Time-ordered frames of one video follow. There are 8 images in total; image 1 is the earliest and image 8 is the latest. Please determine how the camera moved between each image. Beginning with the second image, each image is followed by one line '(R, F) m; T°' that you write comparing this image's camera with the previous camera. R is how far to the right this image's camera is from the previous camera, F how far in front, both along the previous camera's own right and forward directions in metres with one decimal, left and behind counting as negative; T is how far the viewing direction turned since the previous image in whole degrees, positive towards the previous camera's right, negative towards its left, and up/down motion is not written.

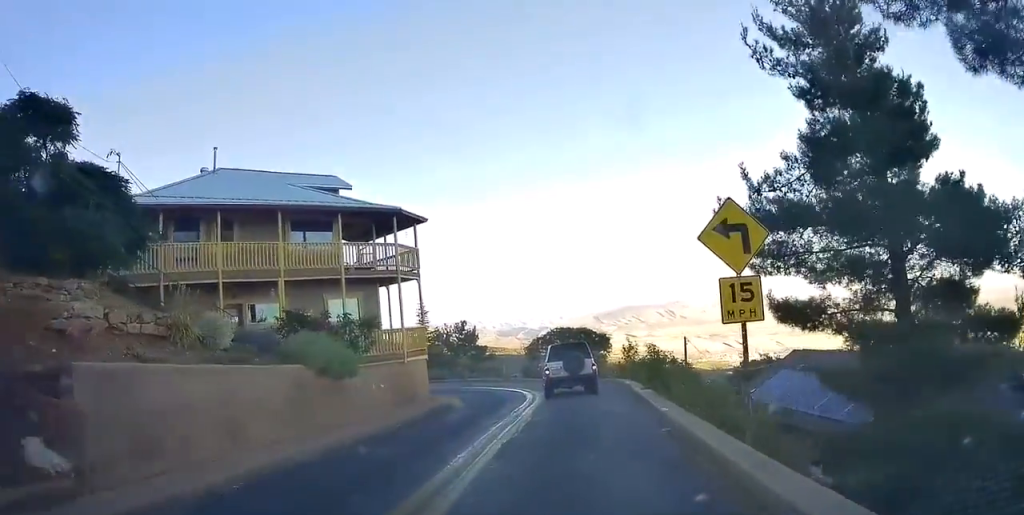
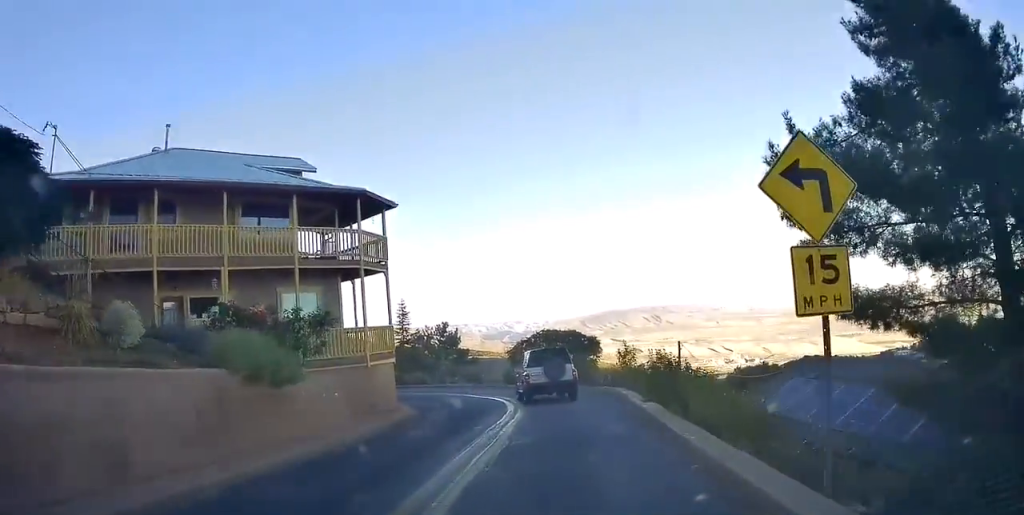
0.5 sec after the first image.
(-0.1, +2.6) m; 0°
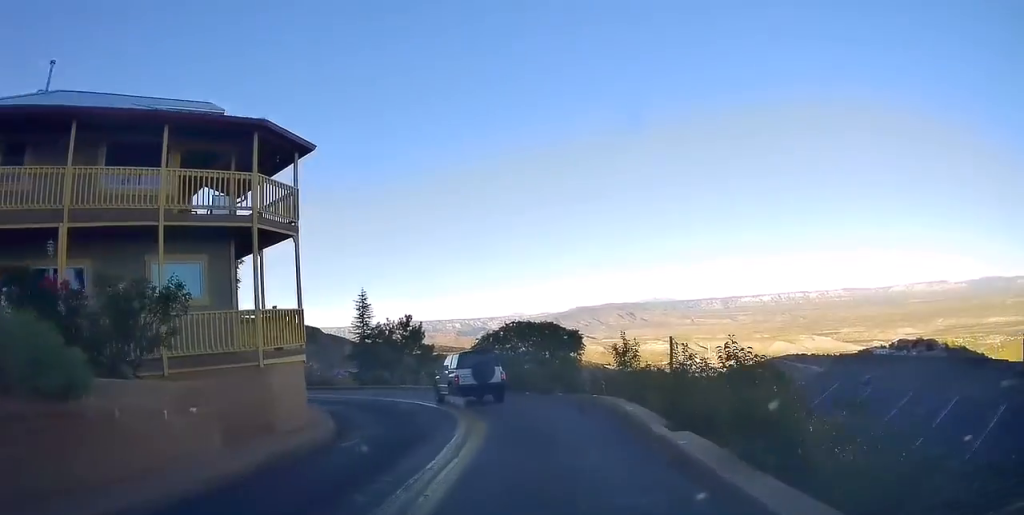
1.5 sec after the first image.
(+0.1, +5.4) m; +3°
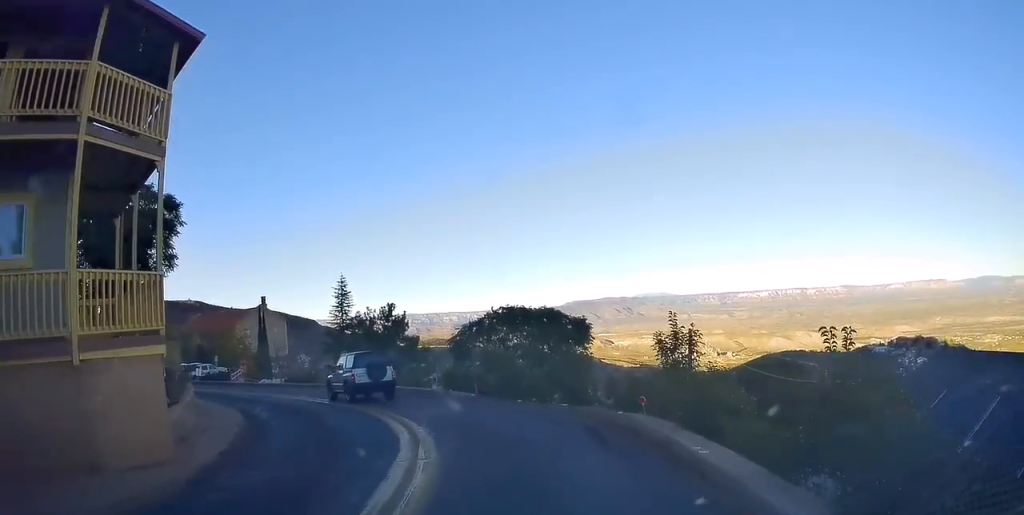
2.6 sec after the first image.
(+0.2, +5.4) m; -1°
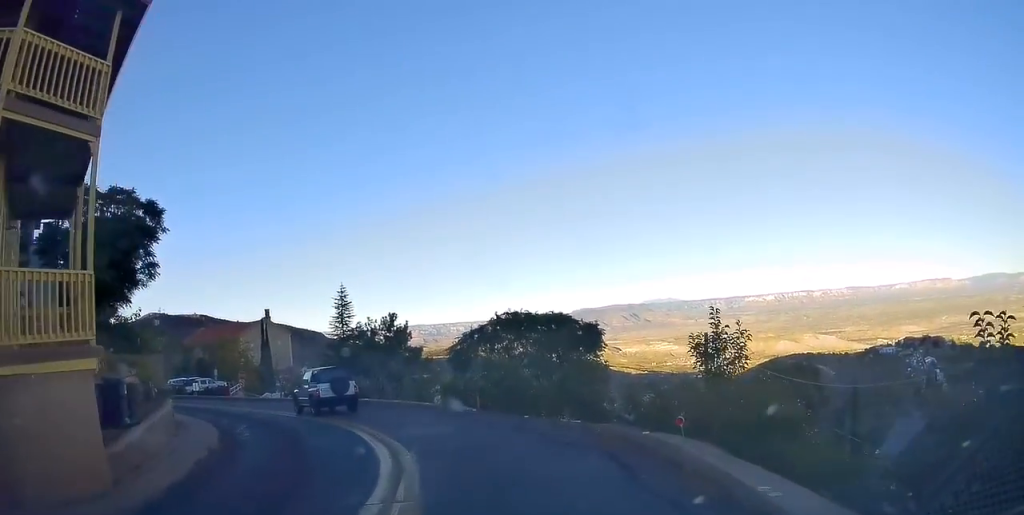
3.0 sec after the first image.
(0.0, +1.8) m; -2°
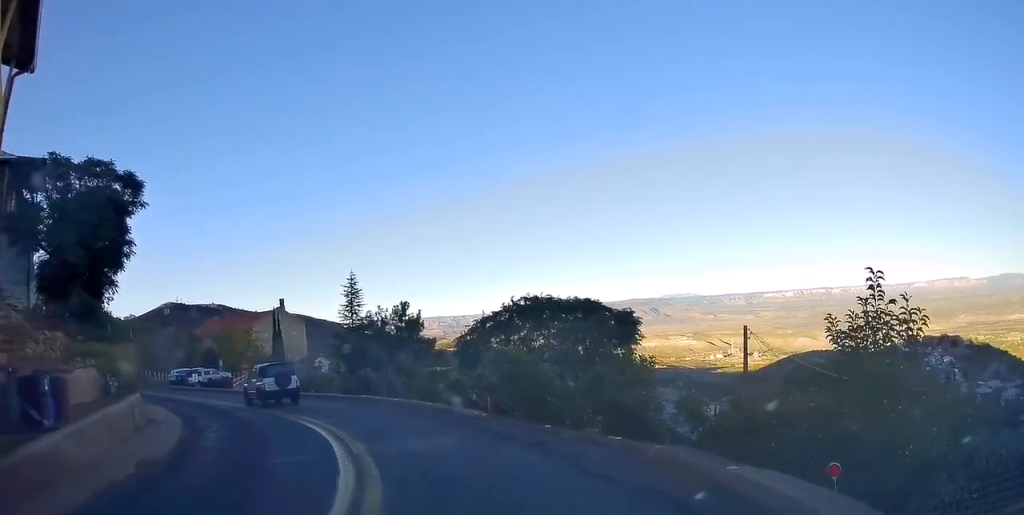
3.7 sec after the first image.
(-0.2, +3.0) m; -8°
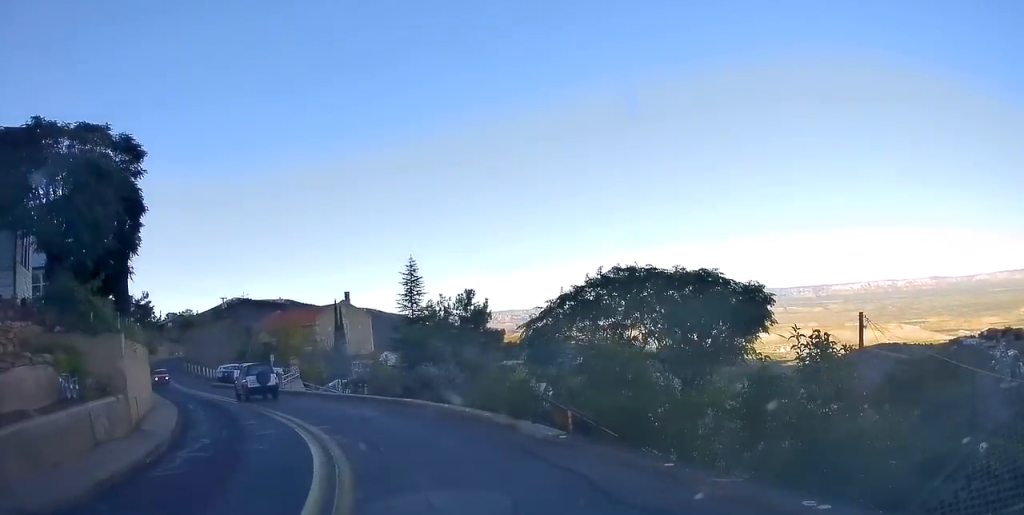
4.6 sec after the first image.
(-0.4, +4.2) m; -7°
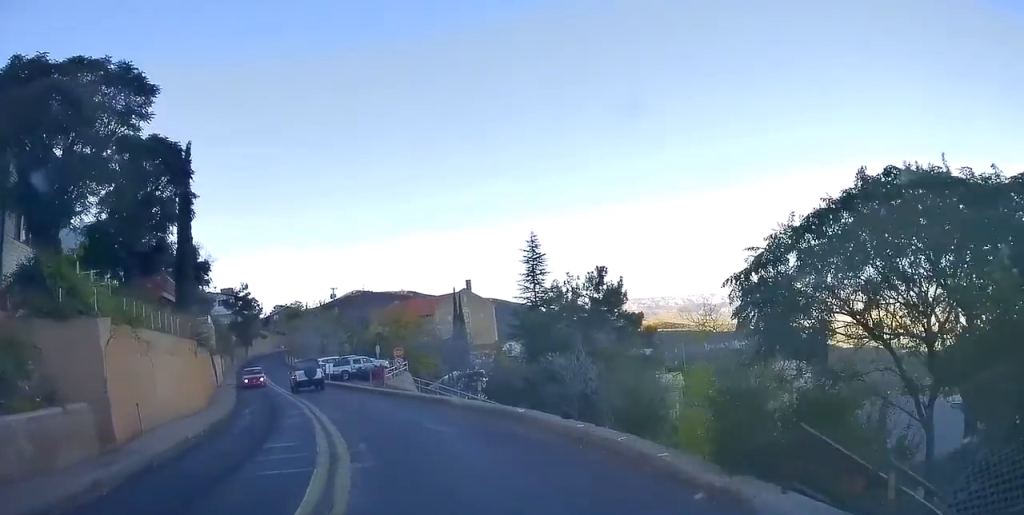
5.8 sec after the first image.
(-0.2, +5.9) m; -6°
